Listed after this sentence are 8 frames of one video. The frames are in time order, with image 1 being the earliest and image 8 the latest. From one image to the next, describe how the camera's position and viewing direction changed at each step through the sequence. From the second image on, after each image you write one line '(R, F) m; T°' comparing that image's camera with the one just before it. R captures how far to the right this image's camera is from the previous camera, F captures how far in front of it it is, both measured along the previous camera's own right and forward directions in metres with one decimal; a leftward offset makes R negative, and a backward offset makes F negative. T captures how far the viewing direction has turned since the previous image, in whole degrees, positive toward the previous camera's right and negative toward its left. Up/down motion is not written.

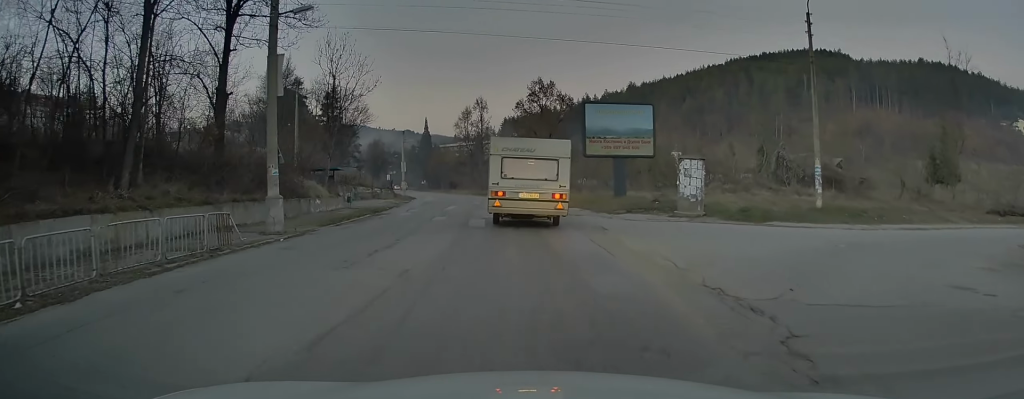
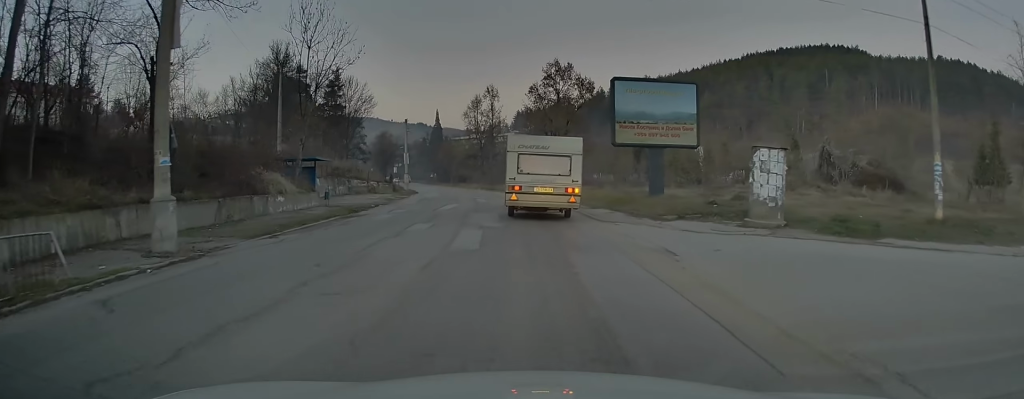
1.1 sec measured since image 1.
(+0.2, +7.6) m; +2°
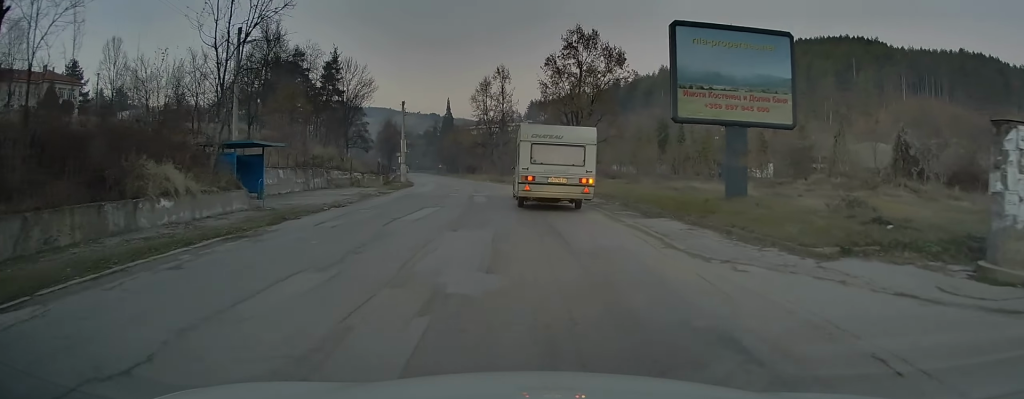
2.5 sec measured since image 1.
(+0.1, +10.0) m; -1°
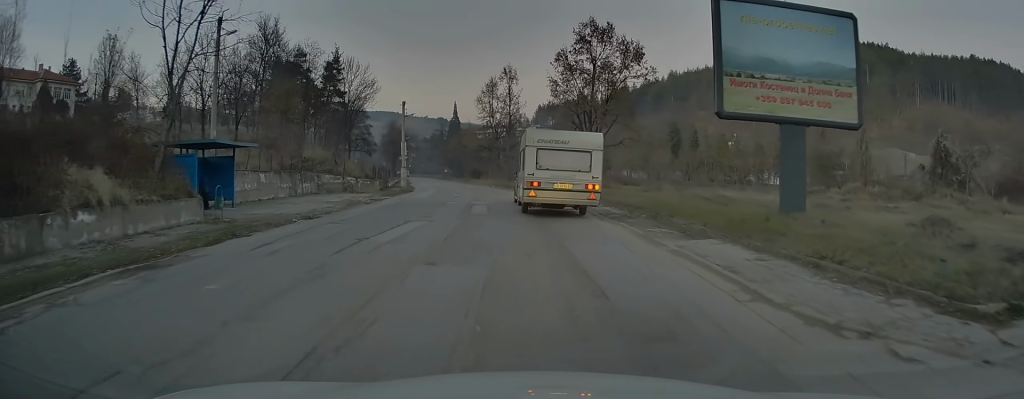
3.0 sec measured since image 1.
(-0.1, +4.4) m; -2°
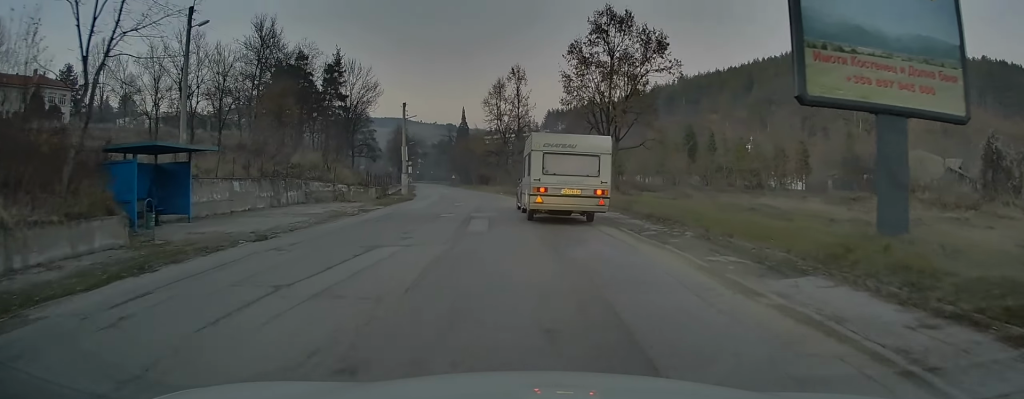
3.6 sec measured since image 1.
(+0.1, +4.7) m; -3°
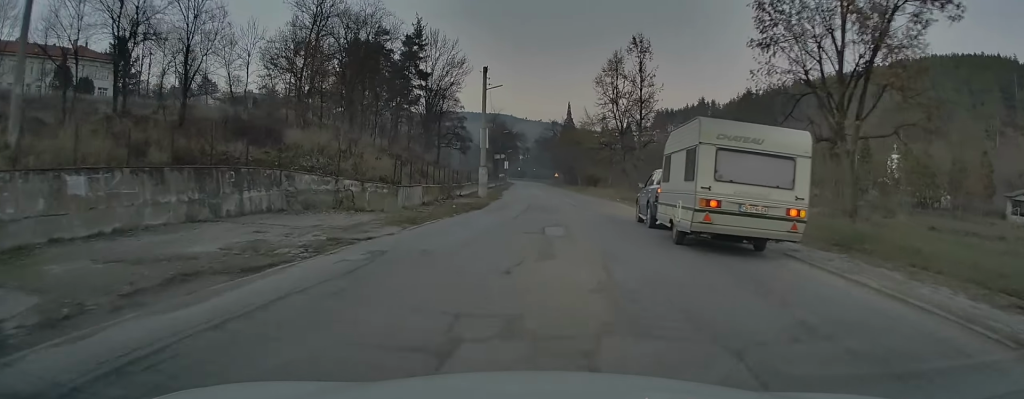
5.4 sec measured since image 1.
(-1.2, +19.5) m; -4°
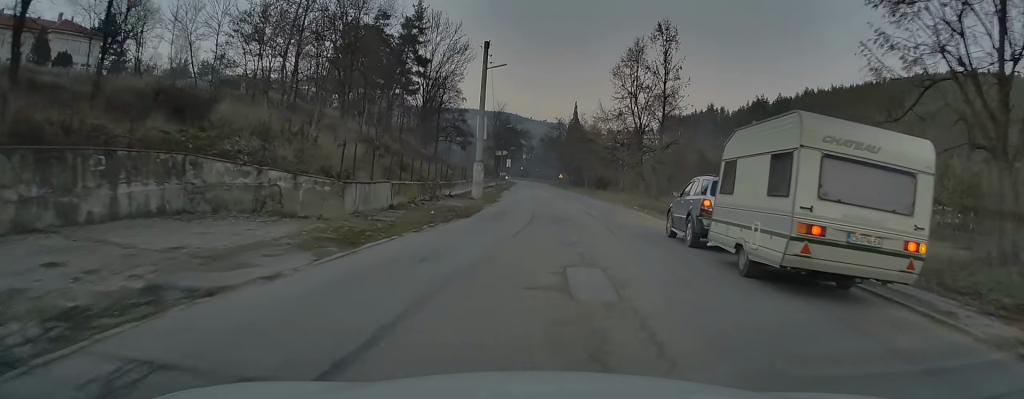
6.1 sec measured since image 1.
(0.0, +8.0) m; 0°
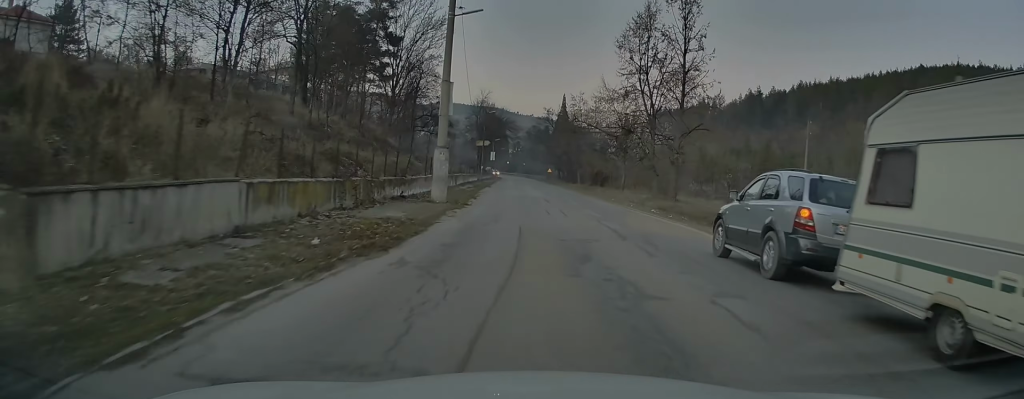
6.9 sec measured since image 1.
(0.0, +11.2) m; +1°
